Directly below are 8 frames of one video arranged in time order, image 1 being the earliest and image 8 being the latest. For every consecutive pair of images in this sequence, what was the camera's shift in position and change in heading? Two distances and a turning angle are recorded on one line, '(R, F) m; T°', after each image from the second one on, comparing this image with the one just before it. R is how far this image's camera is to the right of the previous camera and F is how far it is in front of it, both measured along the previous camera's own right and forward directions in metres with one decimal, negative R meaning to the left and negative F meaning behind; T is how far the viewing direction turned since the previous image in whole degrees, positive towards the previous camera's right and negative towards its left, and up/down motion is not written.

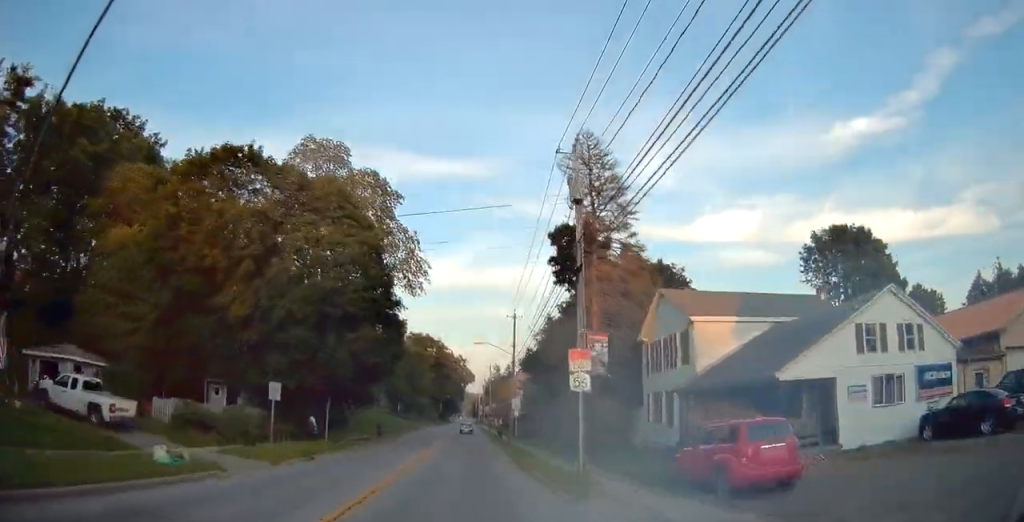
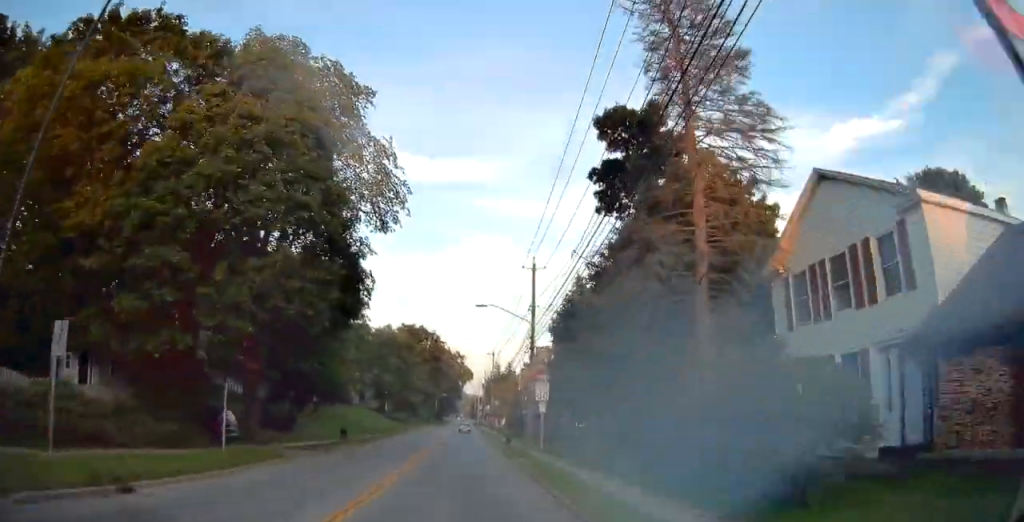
(+0.1, +15.4) m; 0°
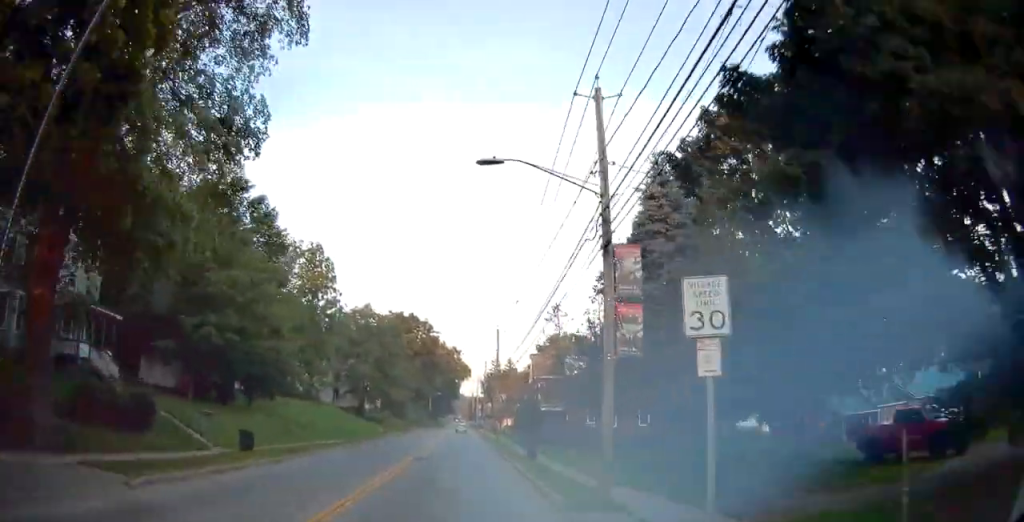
(0.0, +17.4) m; 0°
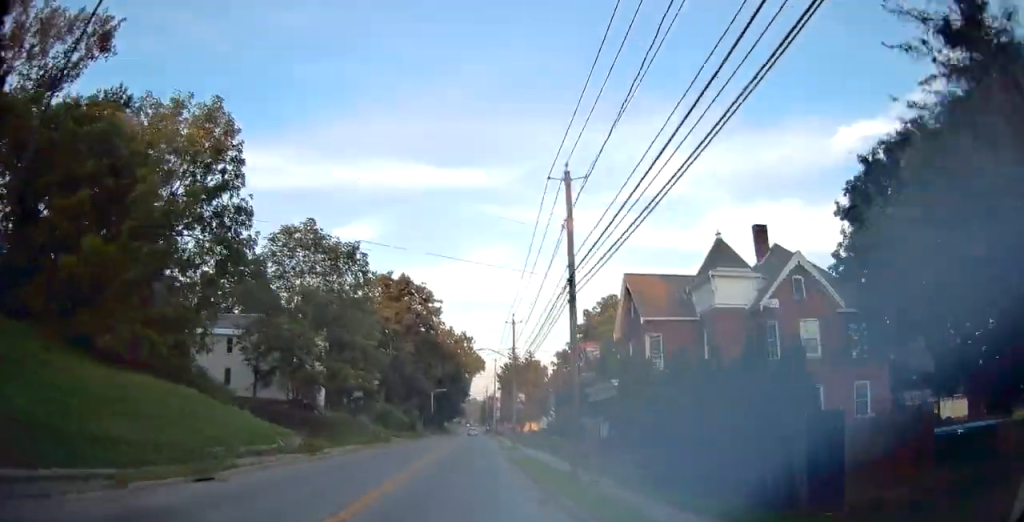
(-0.3, +33.9) m; -1°
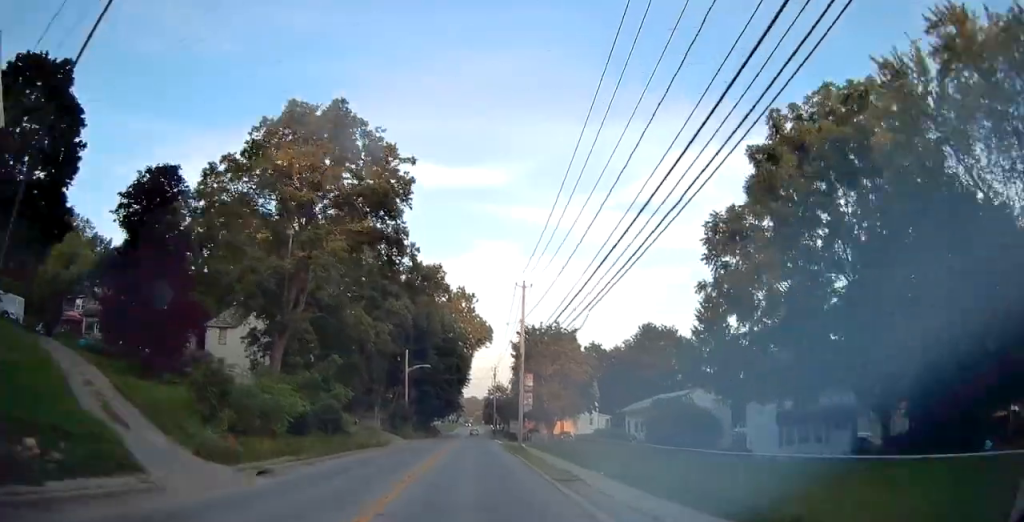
(-0.1, +46.3) m; +1°
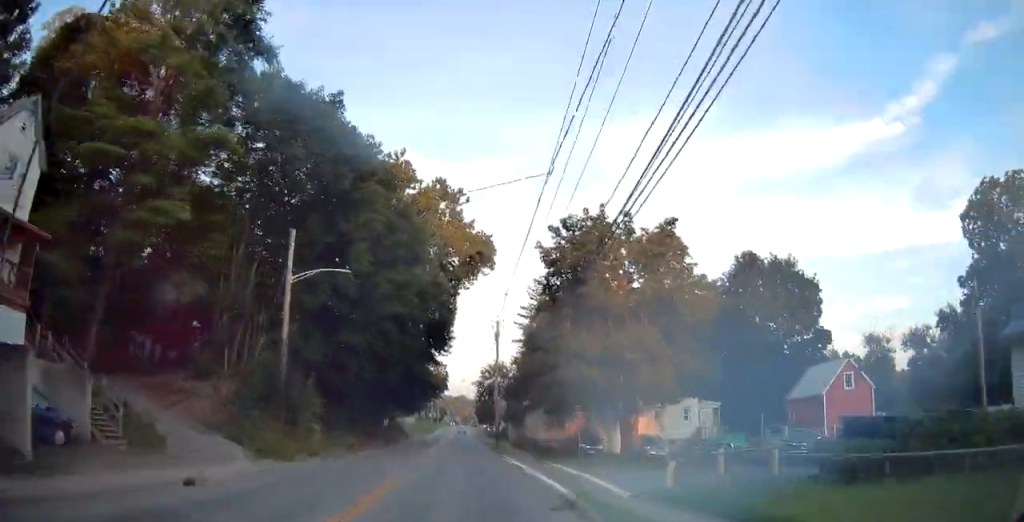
(+0.2, +41.9) m; 0°
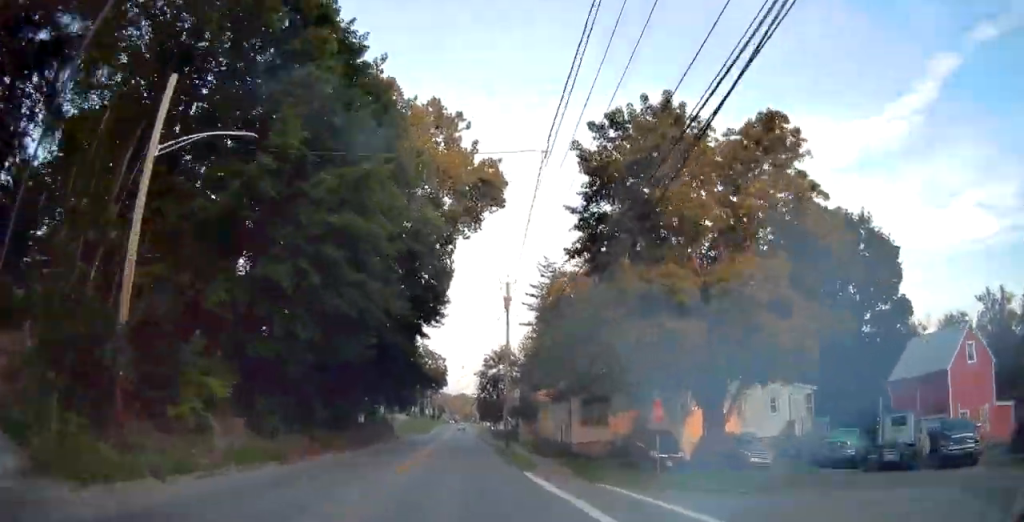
(0.0, +13.6) m; 0°
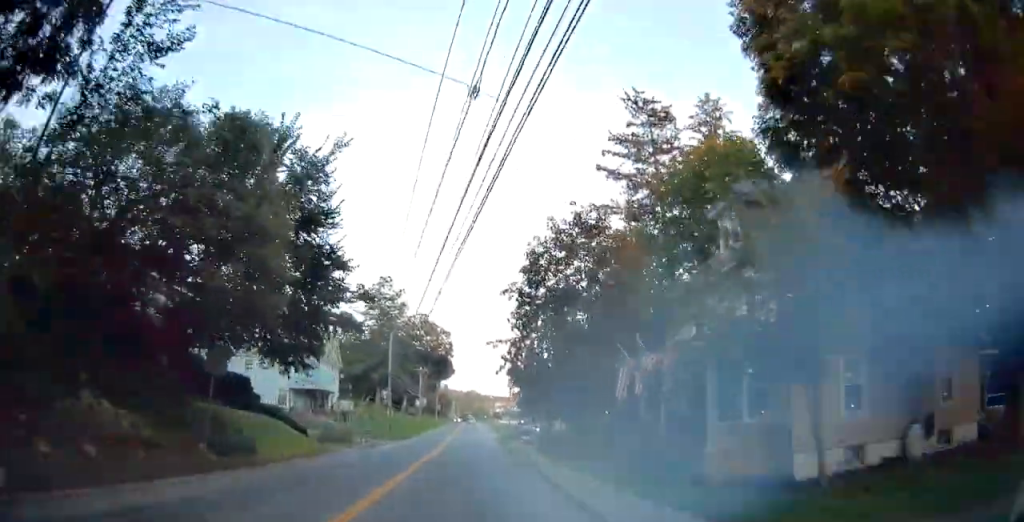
(-0.5, +45.8) m; -2°
